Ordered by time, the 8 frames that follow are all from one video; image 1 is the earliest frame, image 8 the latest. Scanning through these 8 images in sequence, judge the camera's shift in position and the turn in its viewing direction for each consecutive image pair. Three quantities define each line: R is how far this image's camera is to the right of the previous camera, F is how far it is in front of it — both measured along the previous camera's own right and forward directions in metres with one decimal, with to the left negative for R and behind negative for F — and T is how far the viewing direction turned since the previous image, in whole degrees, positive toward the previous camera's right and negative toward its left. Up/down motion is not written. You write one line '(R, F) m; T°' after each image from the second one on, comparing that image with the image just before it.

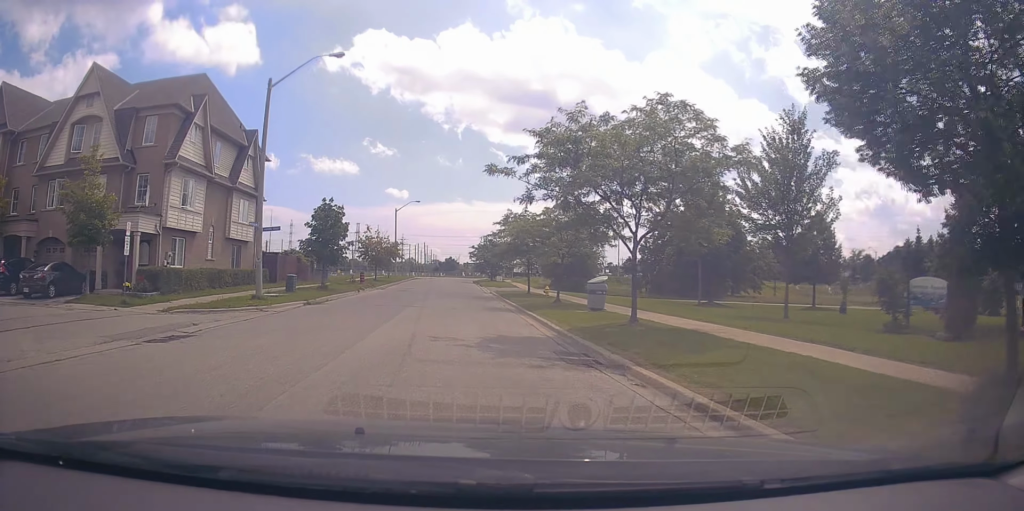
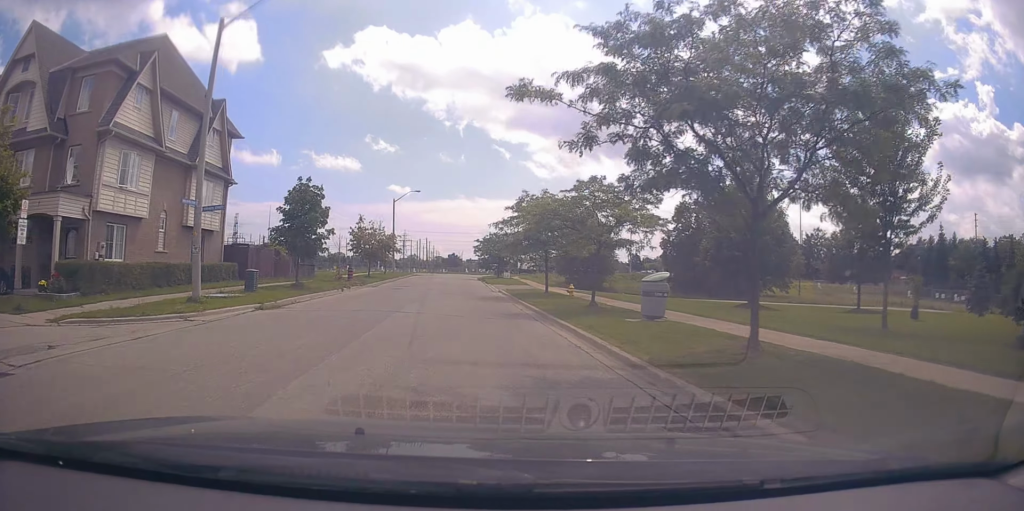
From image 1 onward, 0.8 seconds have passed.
(+0.3, +5.6) m; -2°
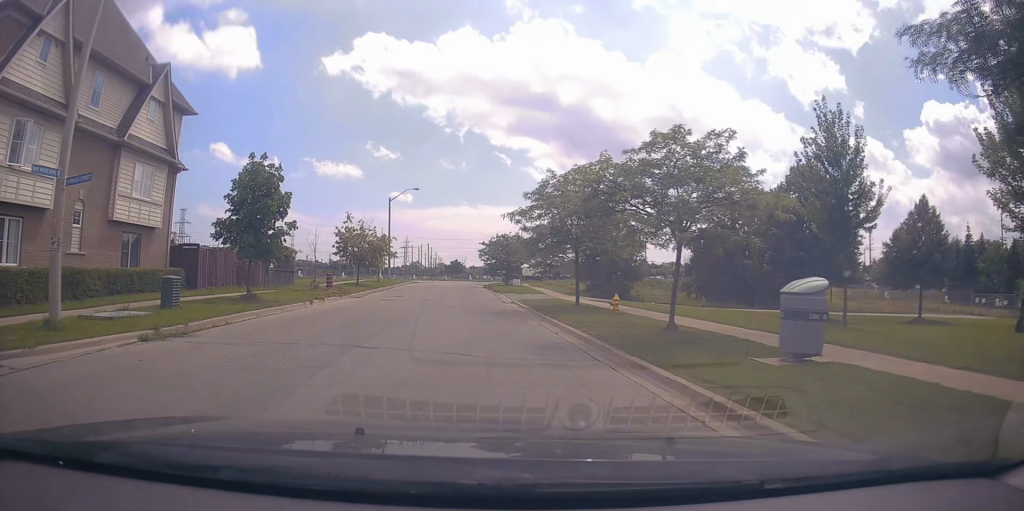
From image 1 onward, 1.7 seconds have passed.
(-0.6, +6.7) m; +1°
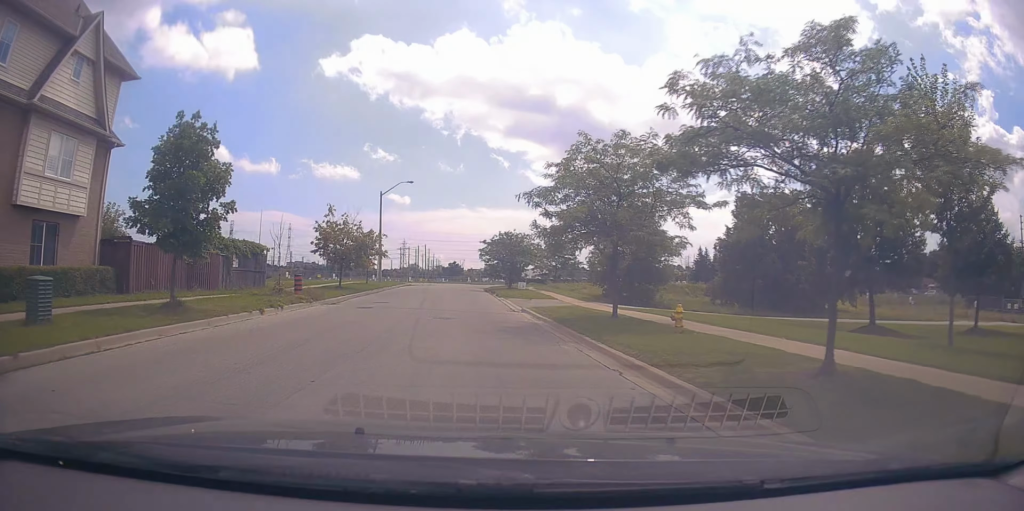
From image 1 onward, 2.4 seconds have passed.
(+0.5, +5.6) m; -3°
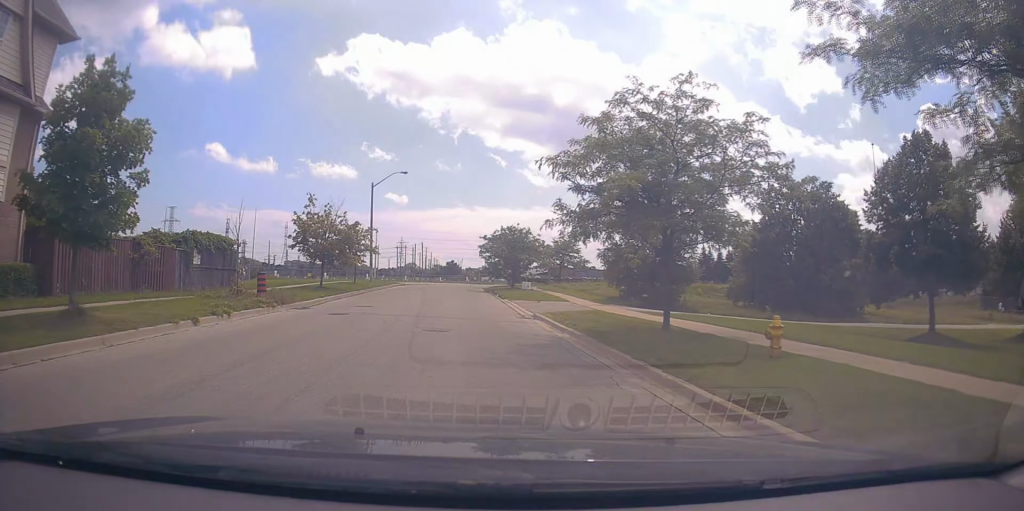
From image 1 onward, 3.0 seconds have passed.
(0.0, +4.4) m; -2°
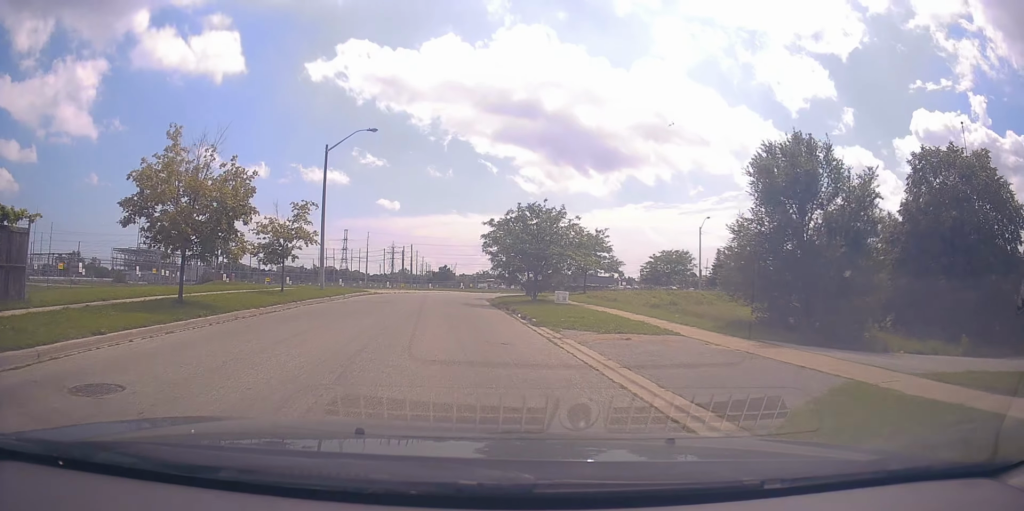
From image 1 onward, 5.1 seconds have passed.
(-0.2, +16.5) m; +1°
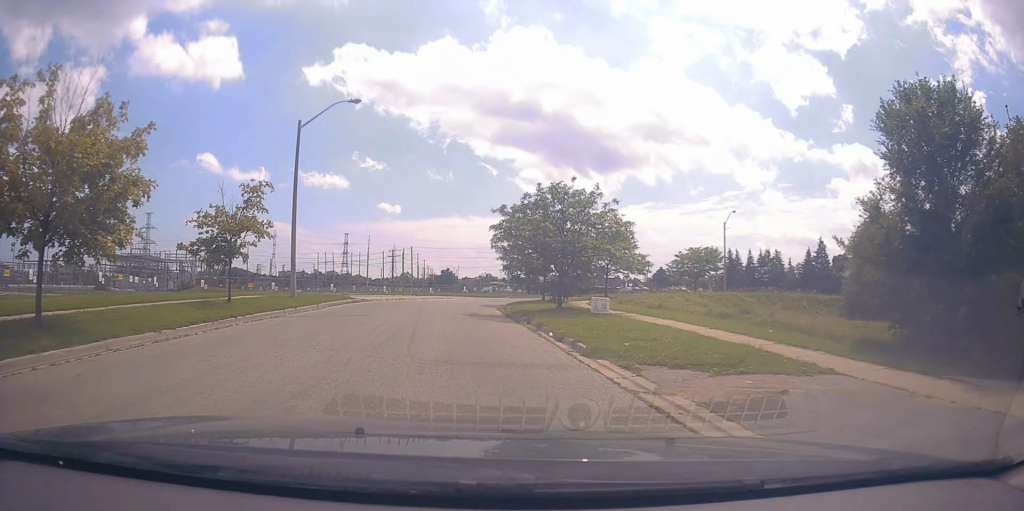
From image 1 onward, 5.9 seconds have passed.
(-0.3, +6.8) m; 0°
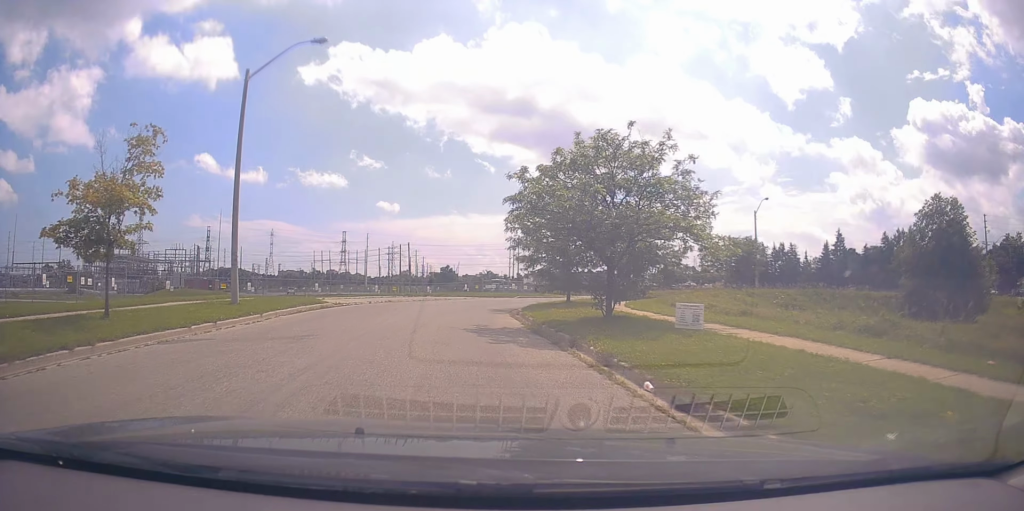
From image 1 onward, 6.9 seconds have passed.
(+0.3, +7.7) m; +1°
